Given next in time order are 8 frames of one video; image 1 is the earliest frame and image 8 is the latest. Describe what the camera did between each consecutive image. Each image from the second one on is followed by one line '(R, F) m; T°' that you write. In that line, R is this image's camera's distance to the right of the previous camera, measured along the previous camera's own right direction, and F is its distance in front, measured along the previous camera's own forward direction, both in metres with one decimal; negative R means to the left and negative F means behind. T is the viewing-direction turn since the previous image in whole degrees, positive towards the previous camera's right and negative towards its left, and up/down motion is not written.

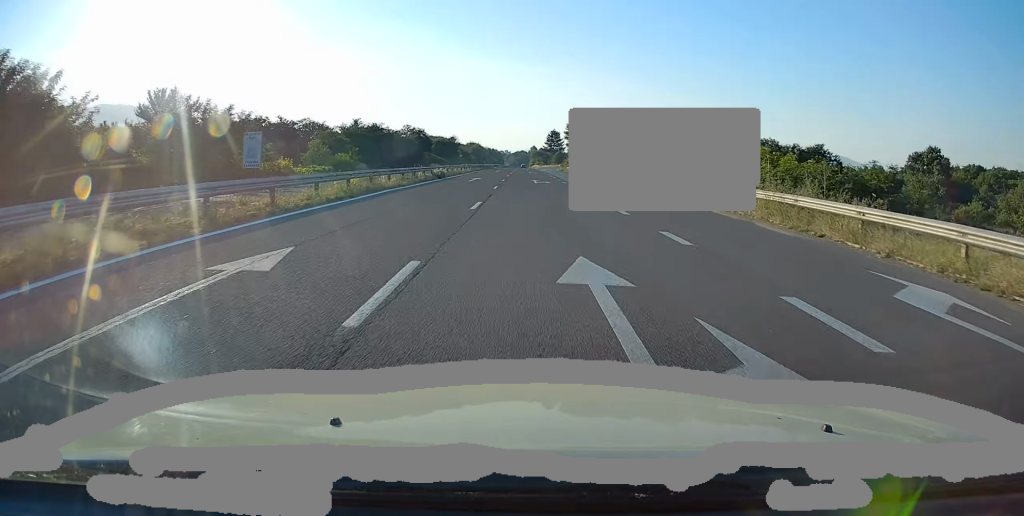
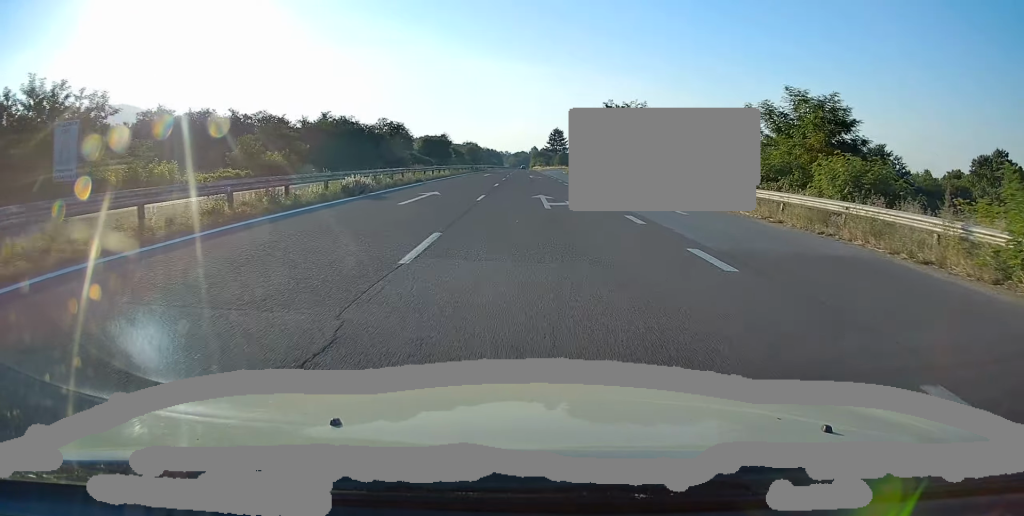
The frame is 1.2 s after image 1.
(0.0, +21.1) m; 0°
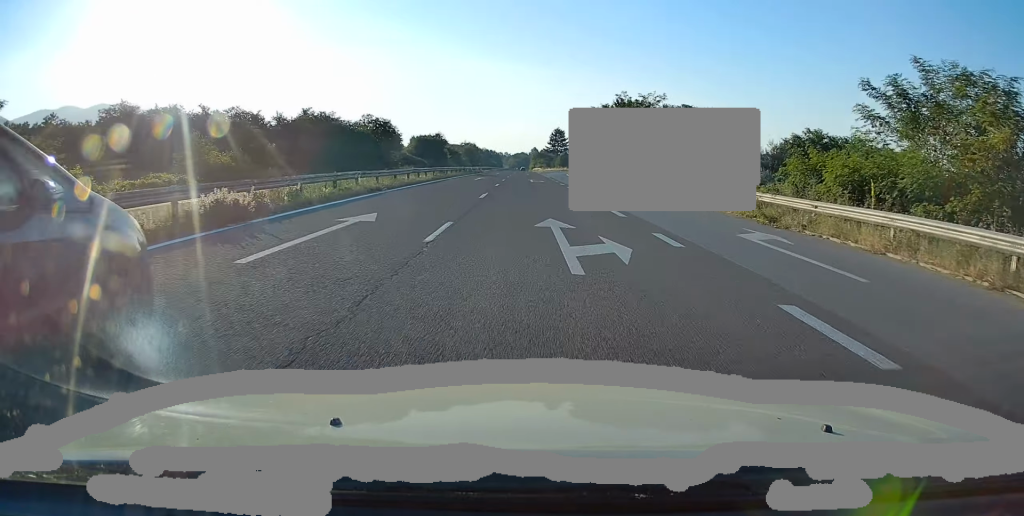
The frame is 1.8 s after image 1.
(+0.1, +9.9) m; 0°
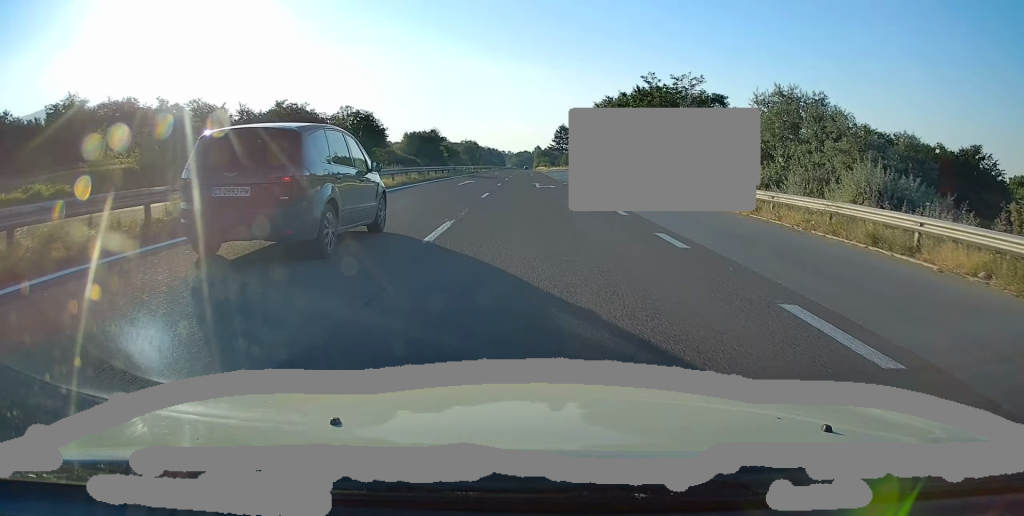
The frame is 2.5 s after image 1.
(-0.3, +12.2) m; -1°
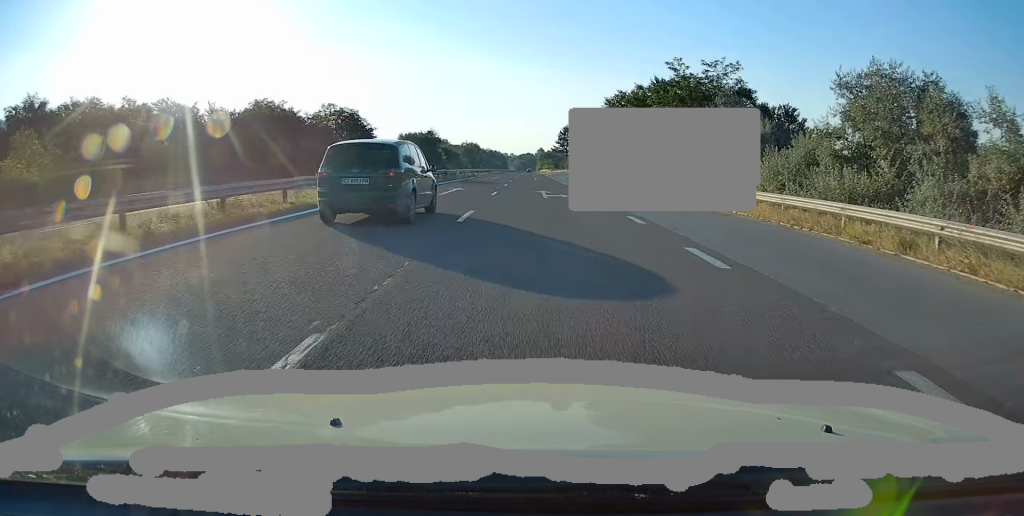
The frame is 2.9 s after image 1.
(0.0, +8.2) m; 0°
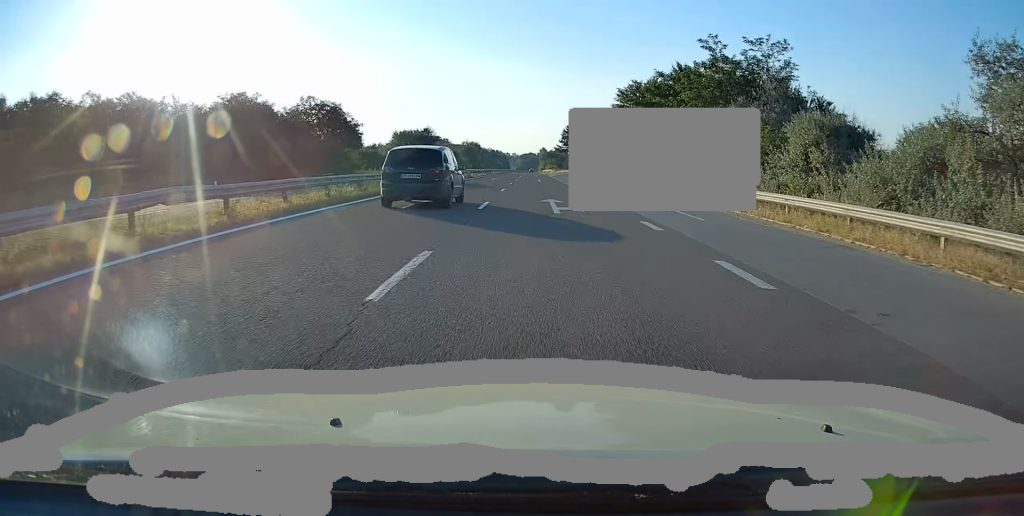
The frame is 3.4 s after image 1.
(0.0, +7.7) m; 0°
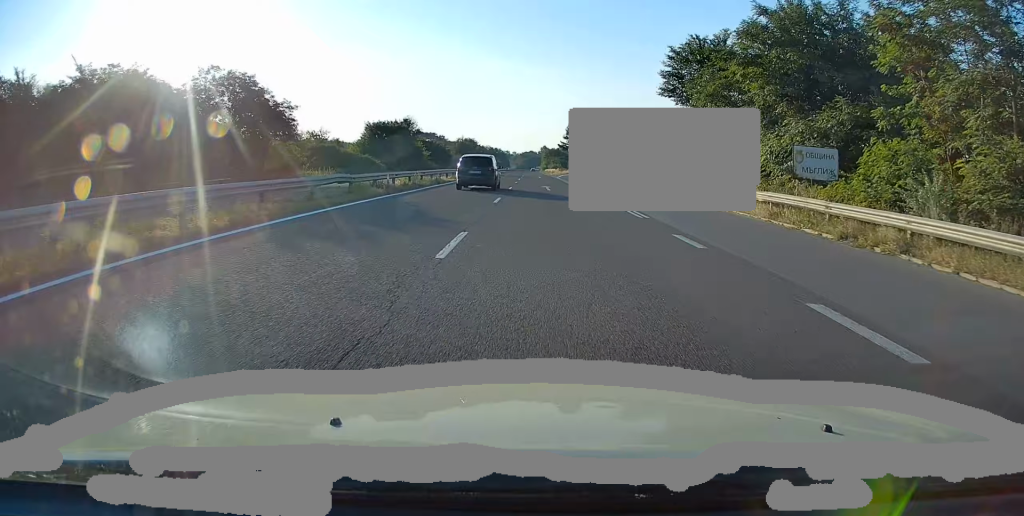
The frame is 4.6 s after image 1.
(-0.1, +21.4) m; 0°
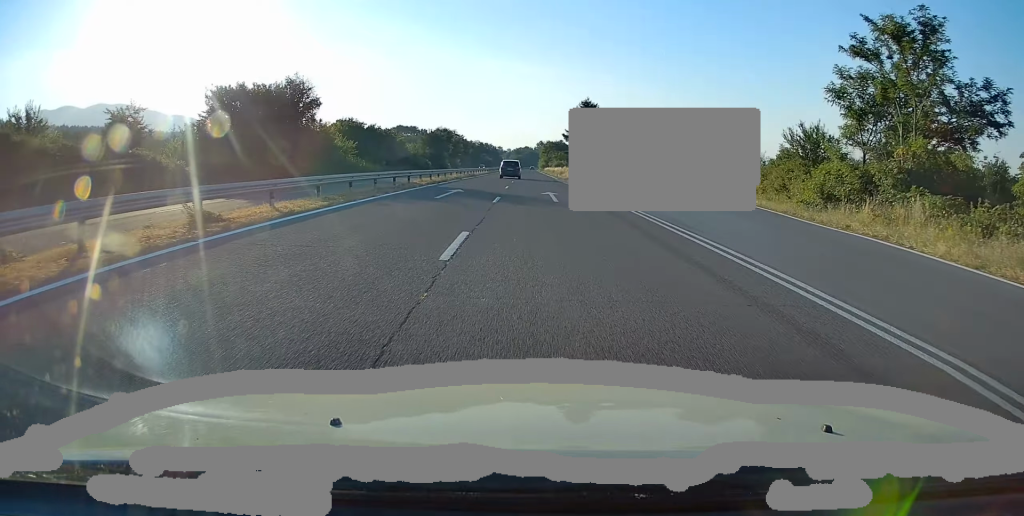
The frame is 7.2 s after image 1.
(+1.1, +48.4) m; +1°
